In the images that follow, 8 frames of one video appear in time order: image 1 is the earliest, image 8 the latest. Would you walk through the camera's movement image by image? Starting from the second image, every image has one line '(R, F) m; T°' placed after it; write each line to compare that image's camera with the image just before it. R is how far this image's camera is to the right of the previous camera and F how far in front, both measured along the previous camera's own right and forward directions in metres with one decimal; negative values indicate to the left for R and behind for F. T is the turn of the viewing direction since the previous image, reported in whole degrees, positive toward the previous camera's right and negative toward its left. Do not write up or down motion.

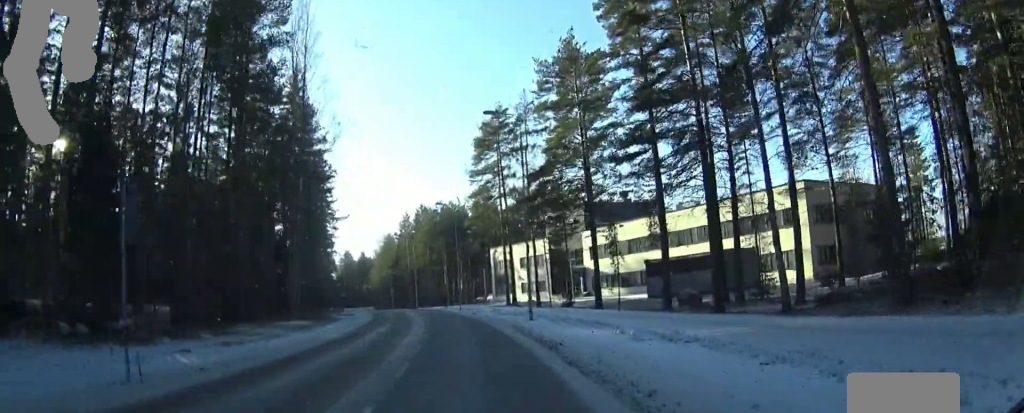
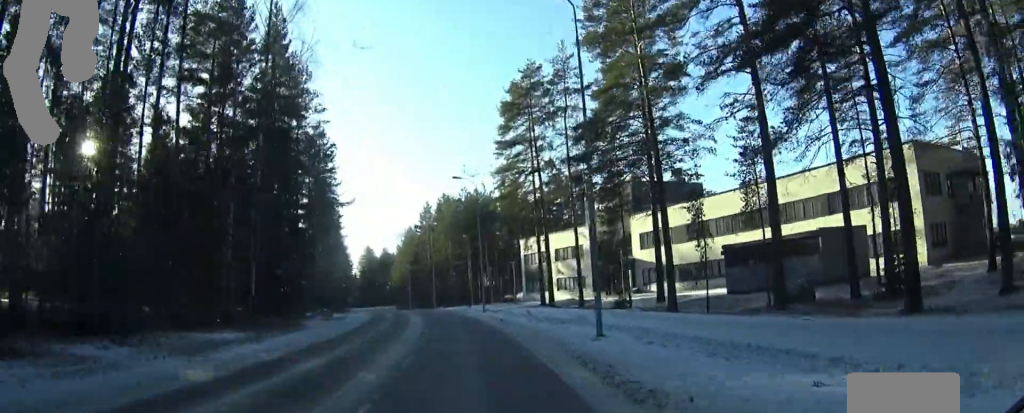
(+0.3, +12.2) m; +1°
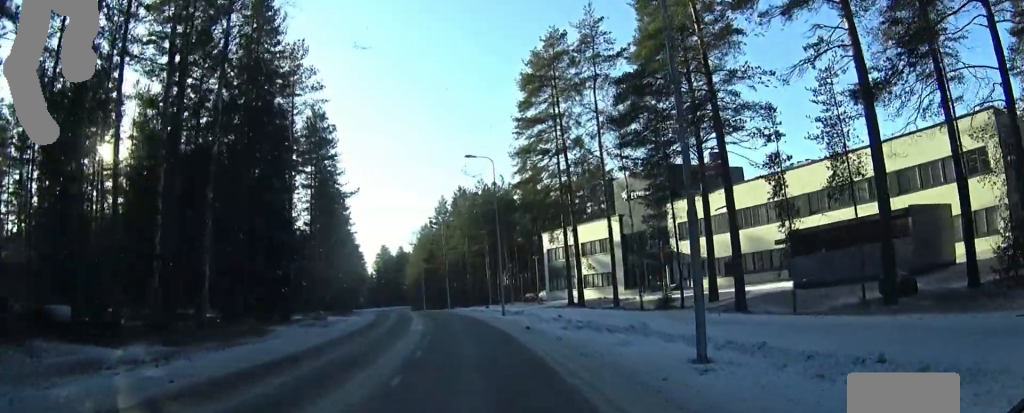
(0.0, +6.9) m; -3°
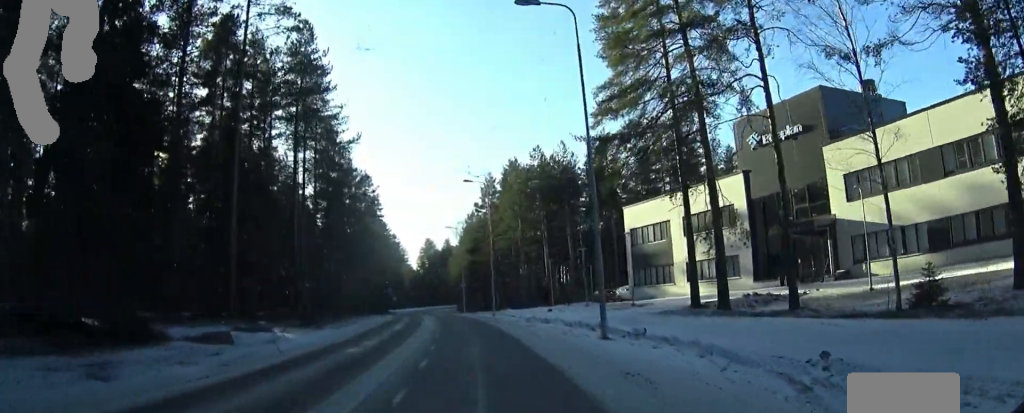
(-3.0, +20.3) m; -8°
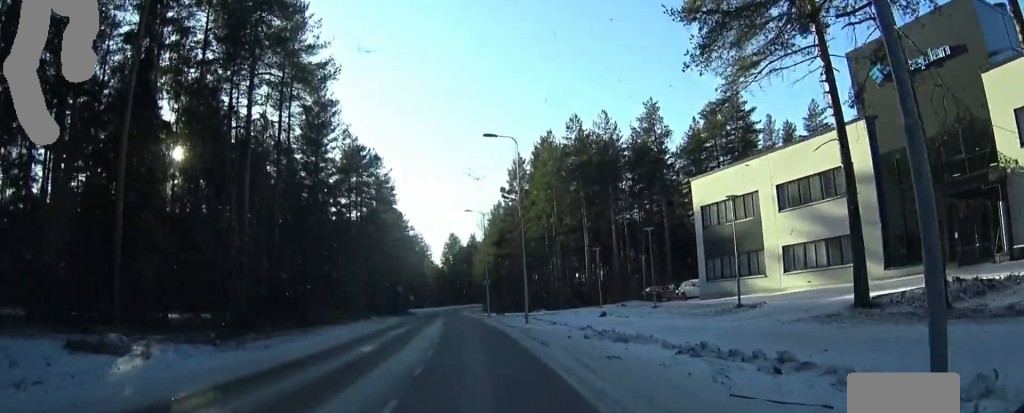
(+1.2, +12.5) m; 0°
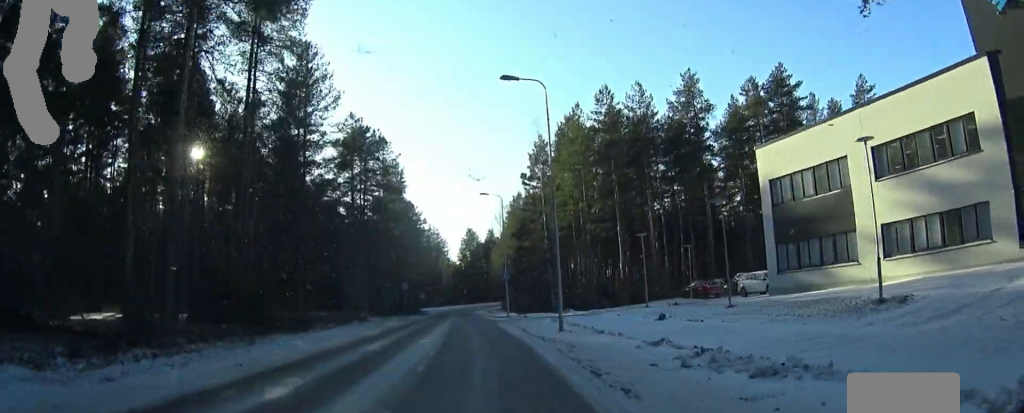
(-1.2, +8.4) m; 0°
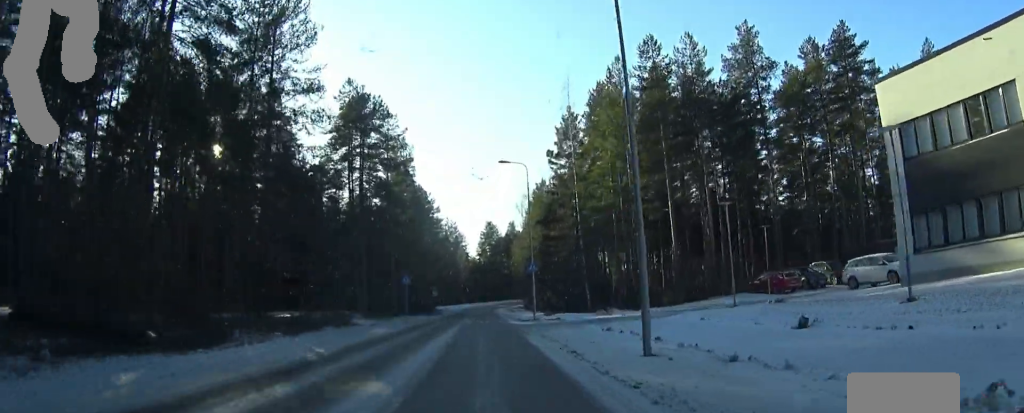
(+1.2, +10.7) m; 0°
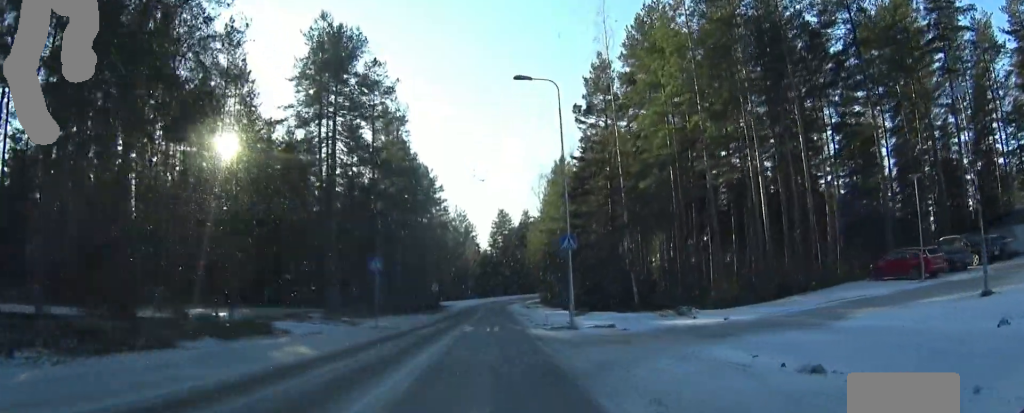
(-1.5, +14.2) m; -8°
